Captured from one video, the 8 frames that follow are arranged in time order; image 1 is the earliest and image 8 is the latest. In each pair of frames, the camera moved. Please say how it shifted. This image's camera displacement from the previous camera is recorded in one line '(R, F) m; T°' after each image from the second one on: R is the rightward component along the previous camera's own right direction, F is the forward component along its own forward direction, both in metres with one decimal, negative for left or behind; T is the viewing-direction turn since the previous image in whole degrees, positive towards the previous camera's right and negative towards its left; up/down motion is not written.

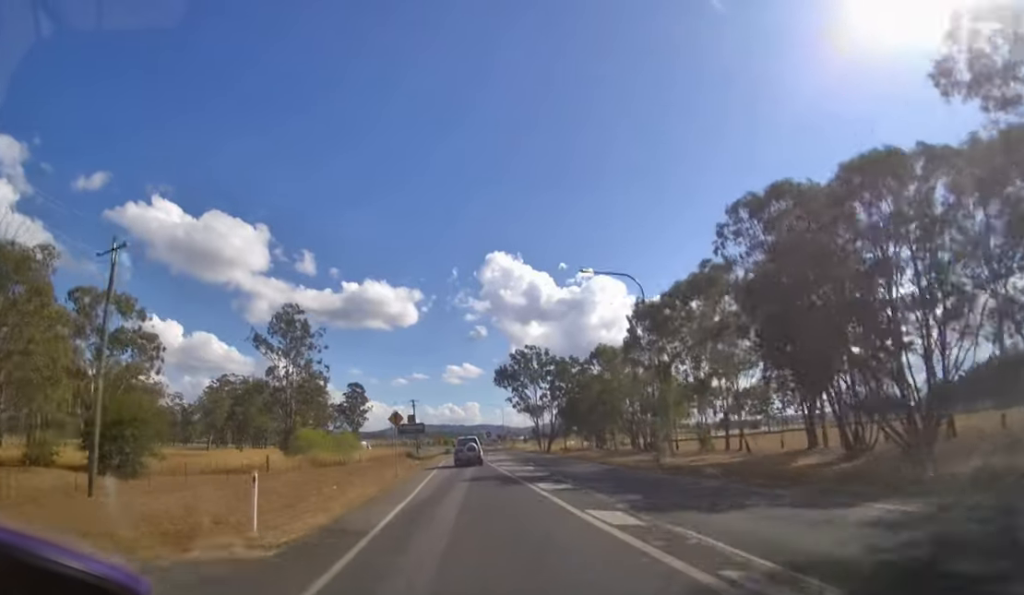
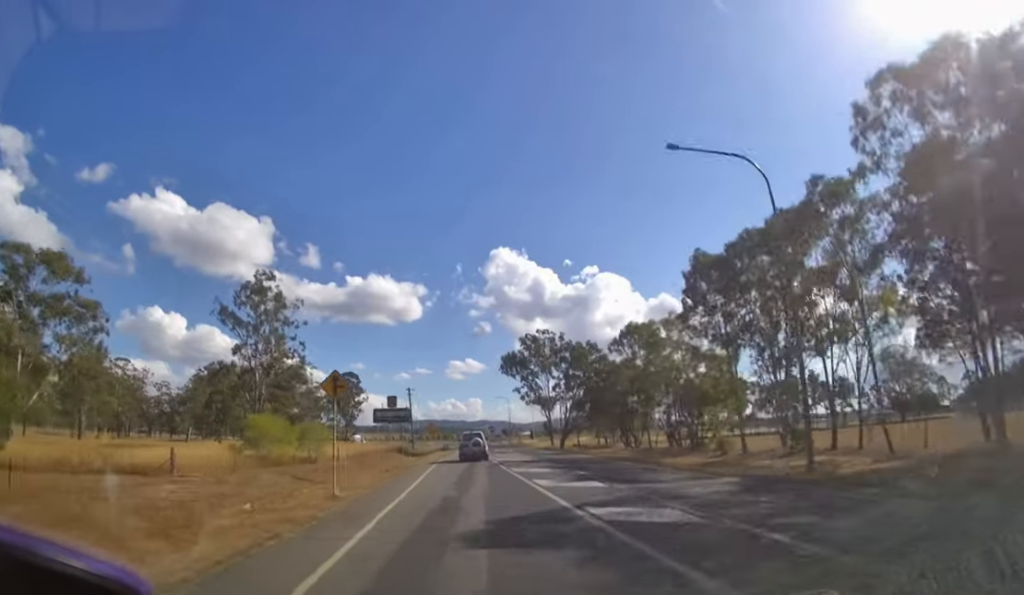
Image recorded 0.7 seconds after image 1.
(0.0, +10.9) m; 0°
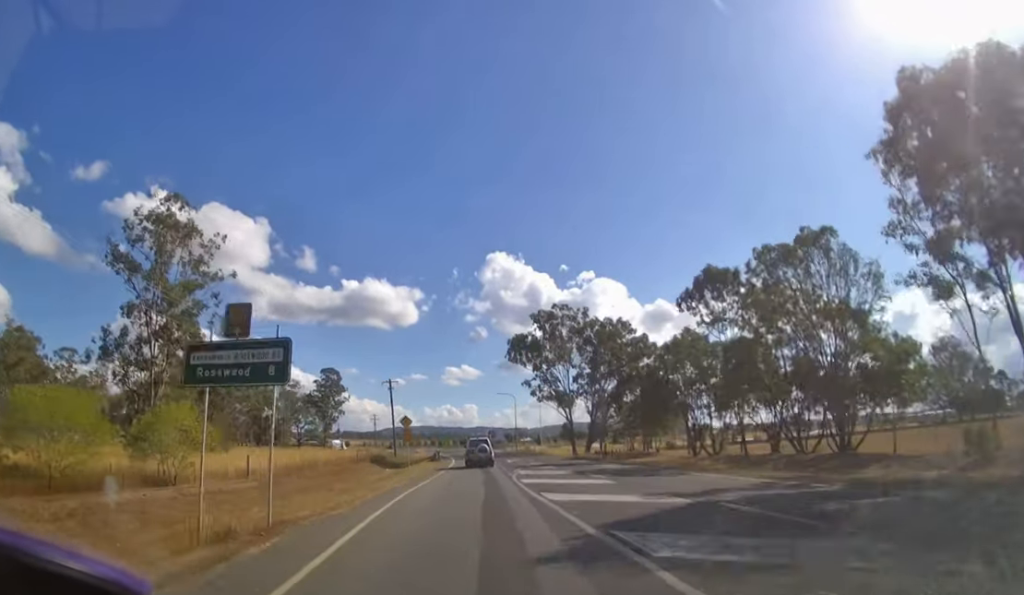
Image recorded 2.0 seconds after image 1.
(-0.1, +18.2) m; 0°
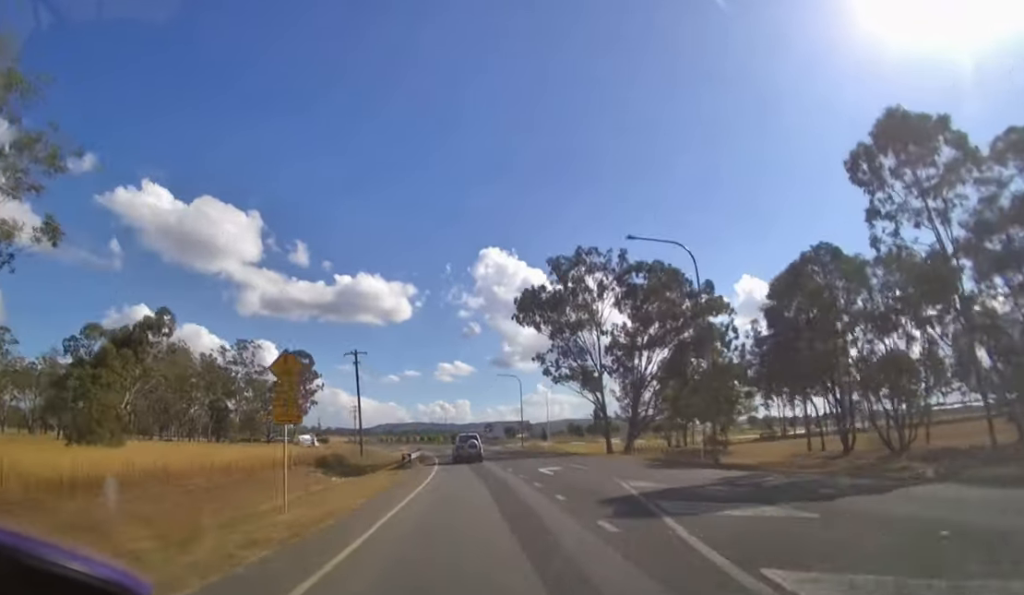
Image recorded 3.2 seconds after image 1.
(+0.1, +19.6) m; 0°
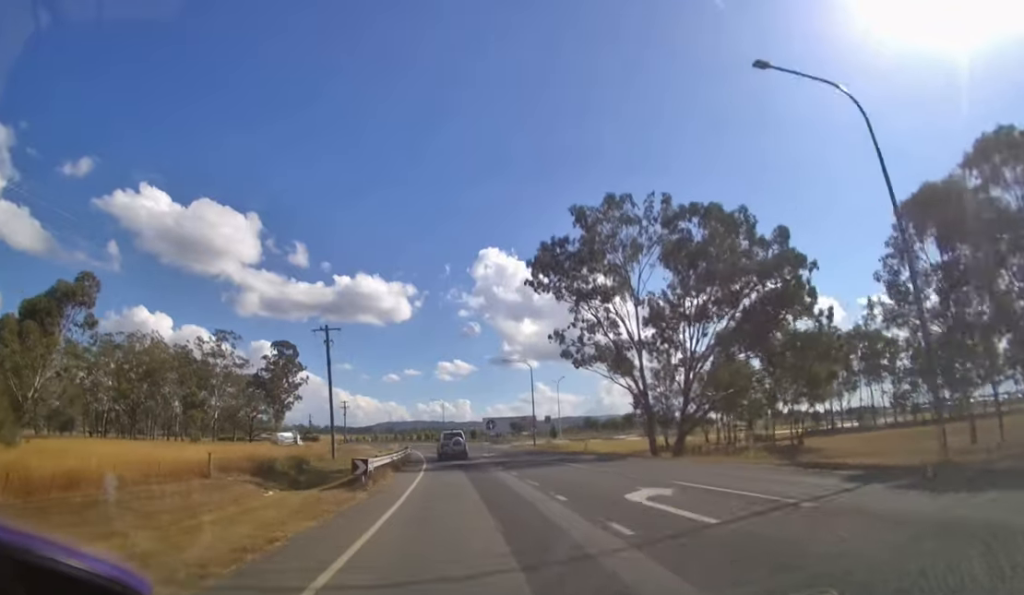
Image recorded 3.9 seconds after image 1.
(+0.1, +12.1) m; 0°
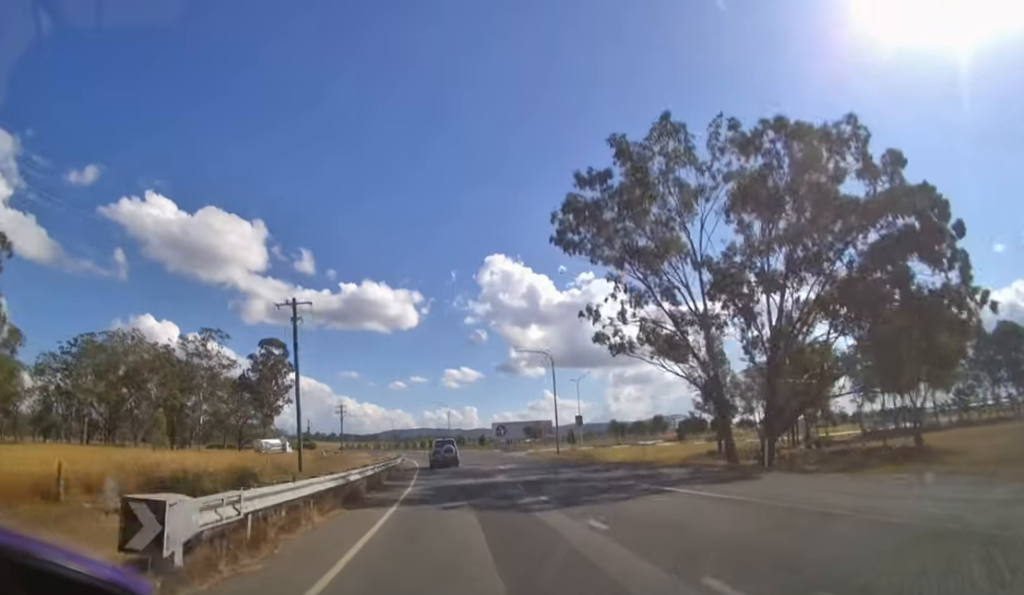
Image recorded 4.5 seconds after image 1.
(-0.1, +12.5) m; -1°
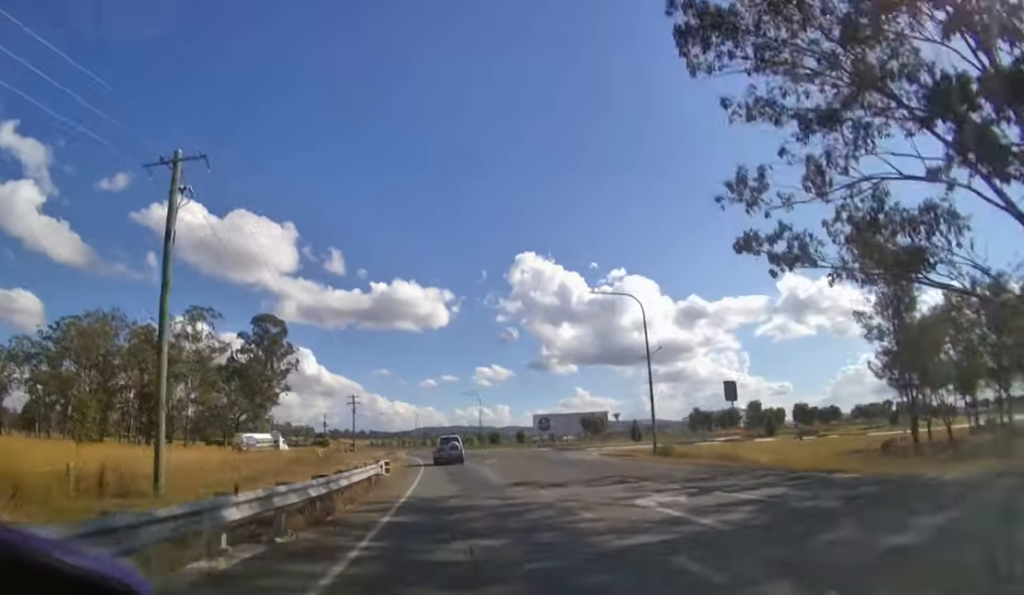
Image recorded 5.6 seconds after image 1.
(-0.3, +22.0) m; -2°
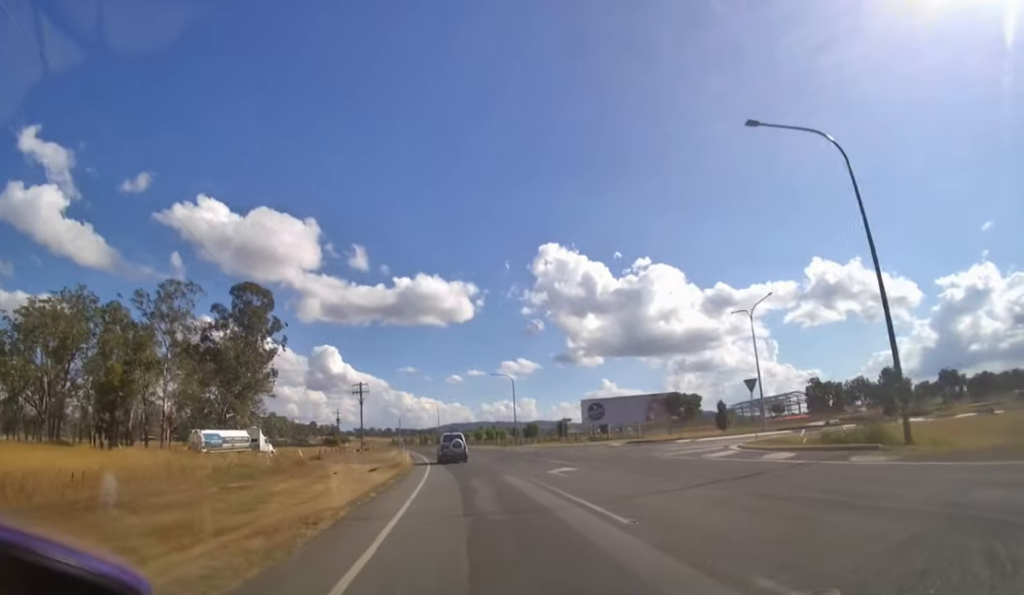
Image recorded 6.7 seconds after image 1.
(-0.4, +19.8) m; -3°
